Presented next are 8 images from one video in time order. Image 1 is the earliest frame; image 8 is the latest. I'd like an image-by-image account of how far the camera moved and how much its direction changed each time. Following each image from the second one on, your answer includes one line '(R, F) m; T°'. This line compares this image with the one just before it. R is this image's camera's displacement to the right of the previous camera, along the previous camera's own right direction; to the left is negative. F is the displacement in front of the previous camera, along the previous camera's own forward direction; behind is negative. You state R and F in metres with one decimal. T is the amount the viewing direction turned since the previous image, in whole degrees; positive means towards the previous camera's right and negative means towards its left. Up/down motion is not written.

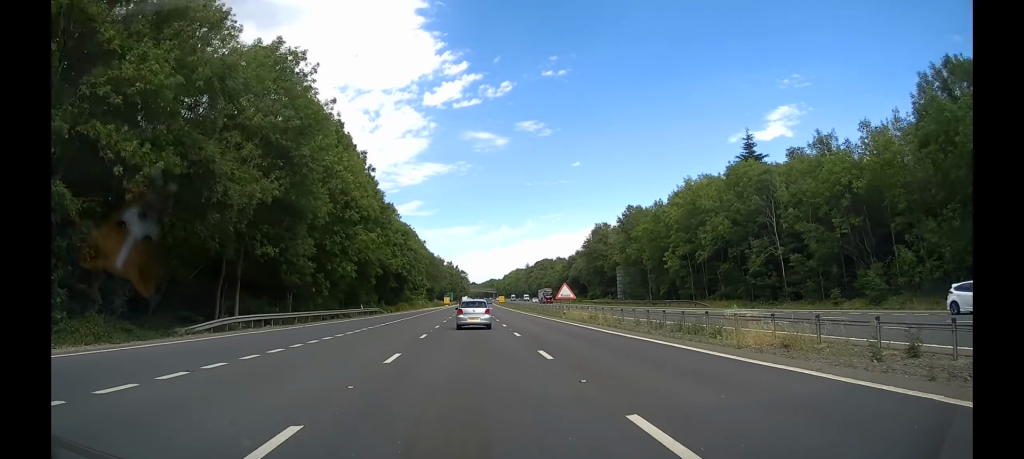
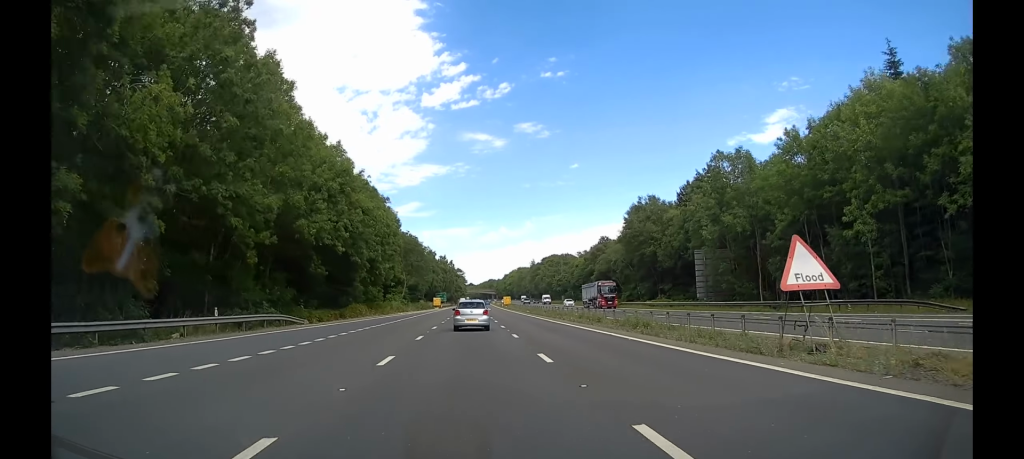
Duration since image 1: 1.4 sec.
(-0.3, +36.5) m; -1°
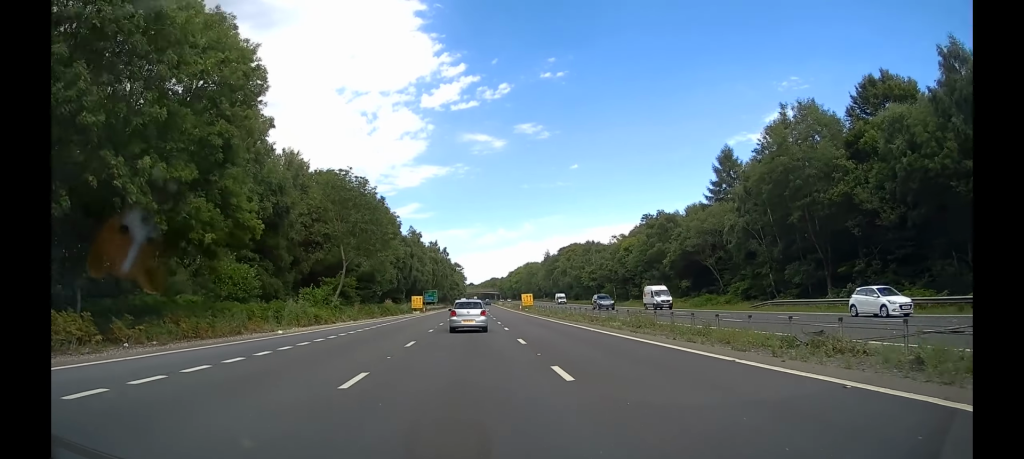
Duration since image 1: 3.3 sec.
(-0.9, +48.0) m; -2°
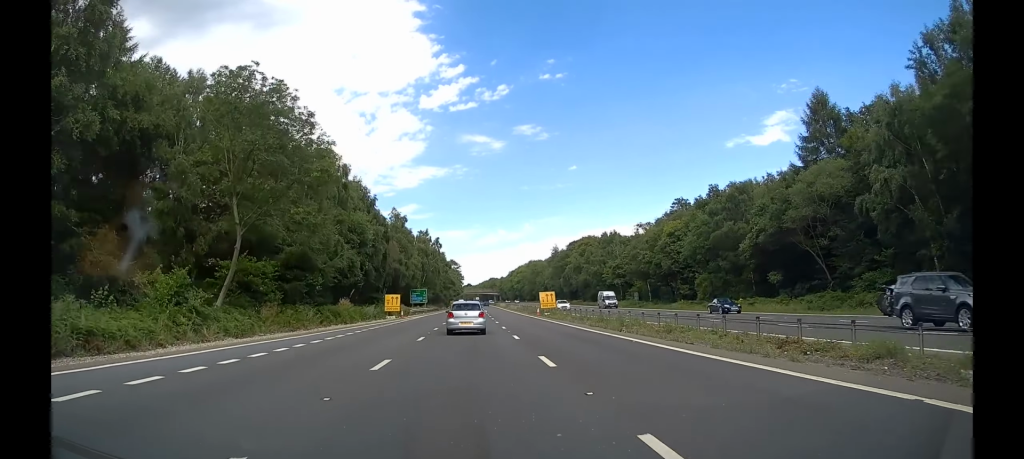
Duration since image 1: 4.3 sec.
(-0.2, +24.1) m; +1°
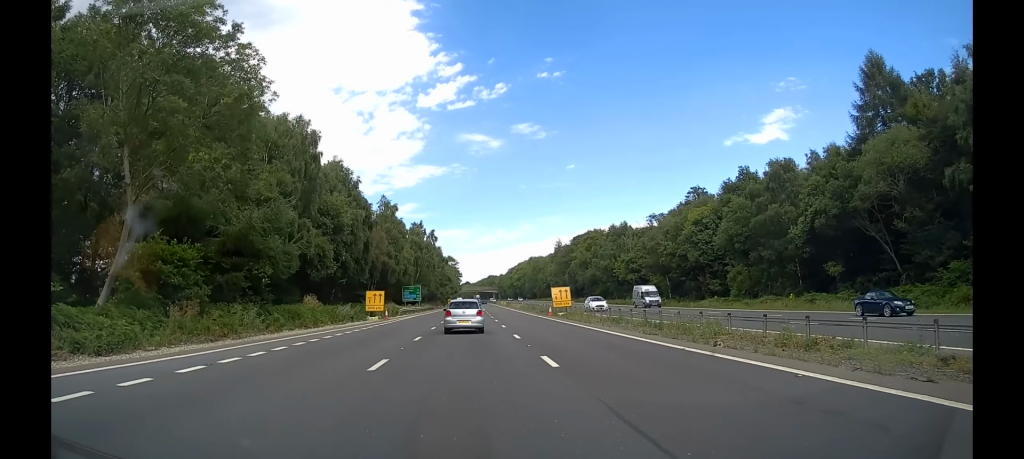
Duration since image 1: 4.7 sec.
(+0.4, +10.0) m; +1°
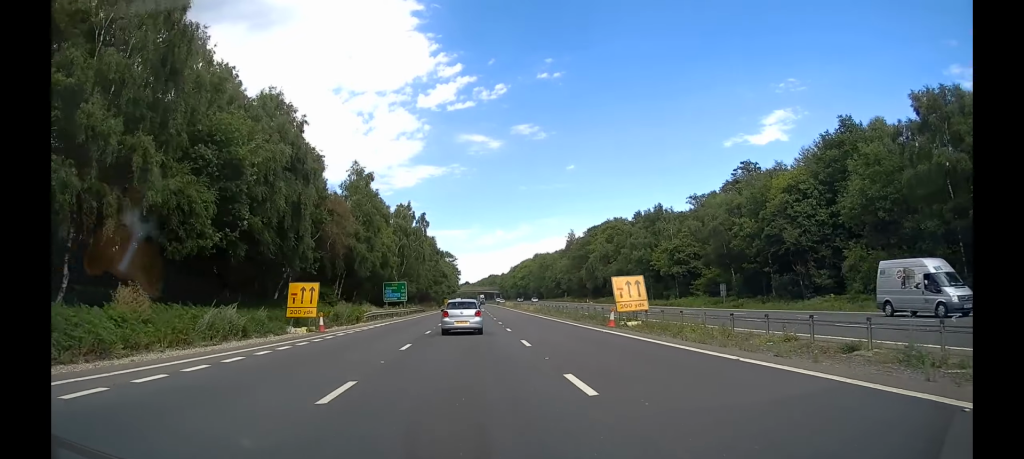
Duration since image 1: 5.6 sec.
(+0.3, +21.7) m; +1°
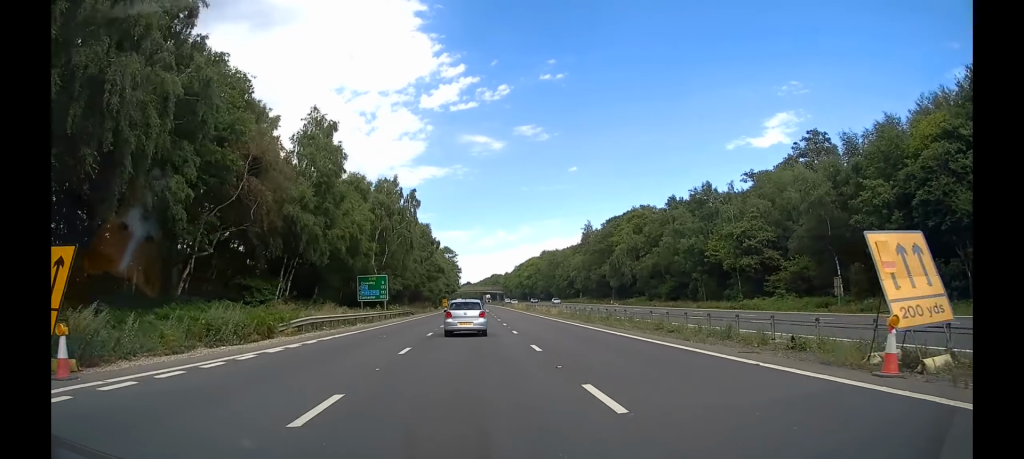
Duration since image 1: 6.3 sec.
(-0.1, +19.2) m; 0°
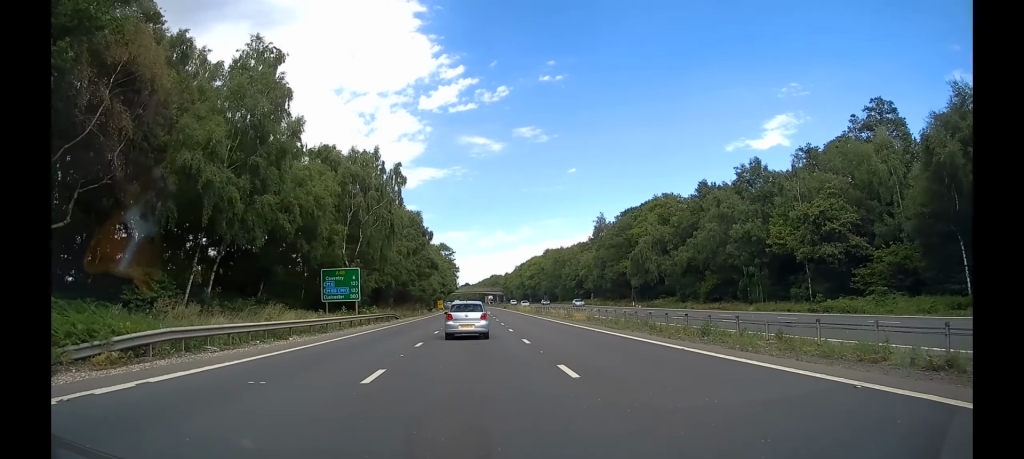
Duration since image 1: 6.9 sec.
(+0.2, +14.2) m; 0°
